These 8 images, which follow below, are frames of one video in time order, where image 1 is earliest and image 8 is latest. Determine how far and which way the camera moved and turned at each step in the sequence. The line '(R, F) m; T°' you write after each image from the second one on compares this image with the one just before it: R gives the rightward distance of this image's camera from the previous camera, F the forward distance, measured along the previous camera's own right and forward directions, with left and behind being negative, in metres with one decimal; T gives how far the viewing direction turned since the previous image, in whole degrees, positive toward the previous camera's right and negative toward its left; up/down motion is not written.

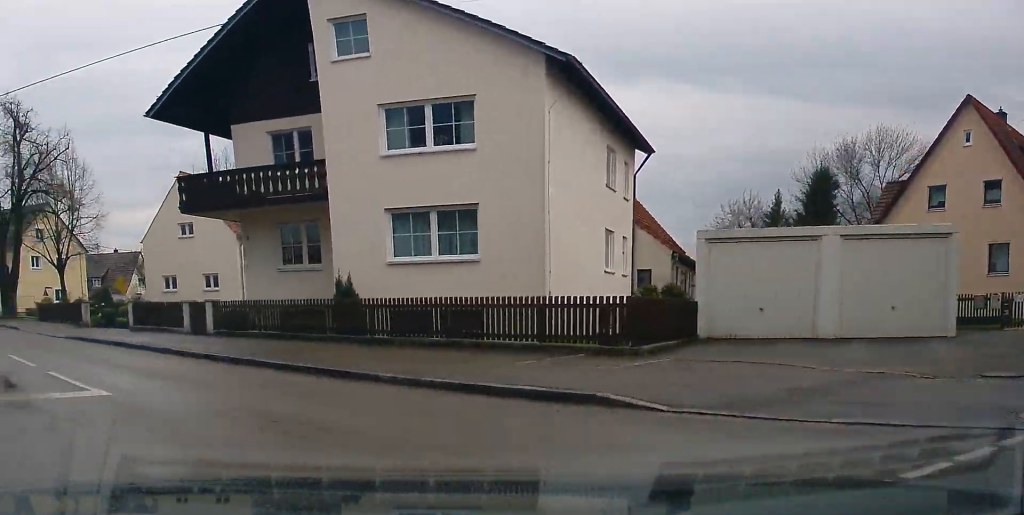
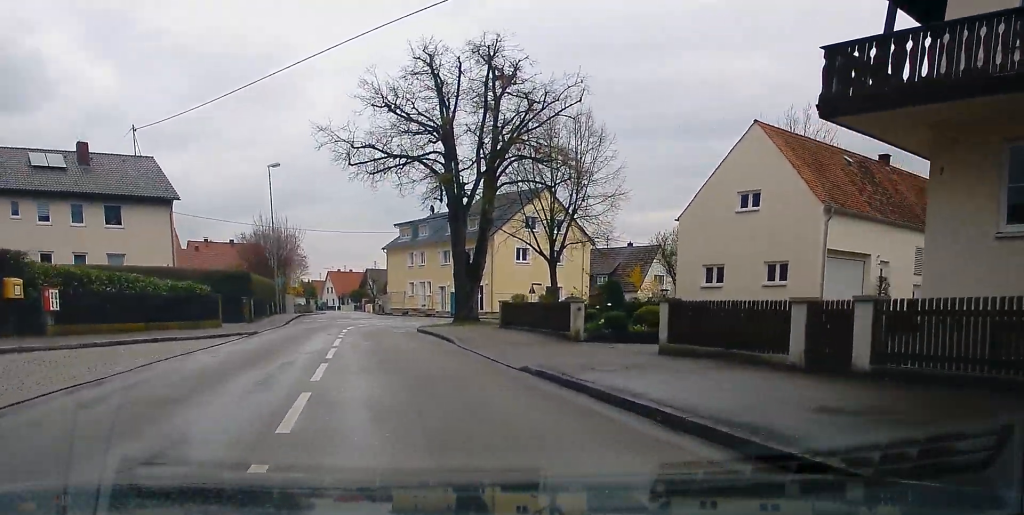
(-3.3, +12.4) m; -20°
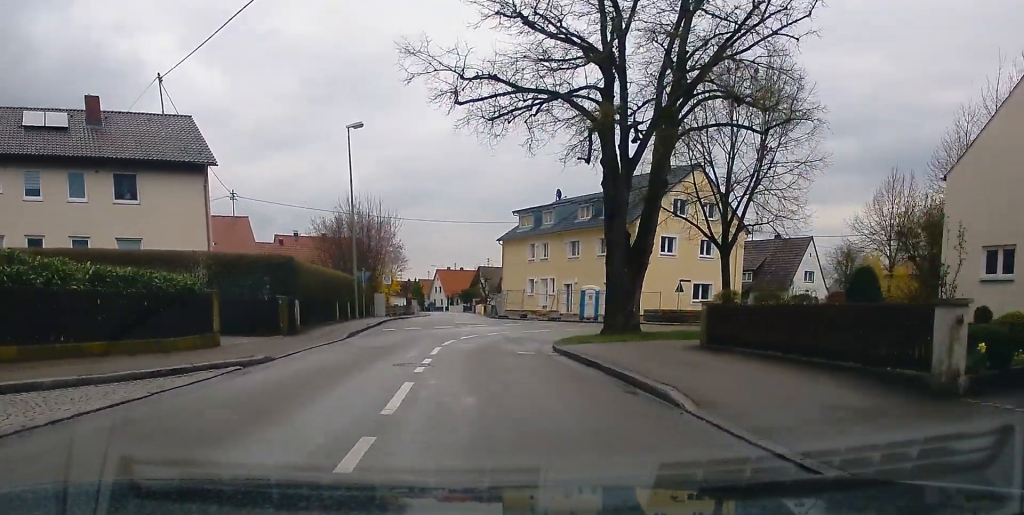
(-0.8, +11.3) m; -3°
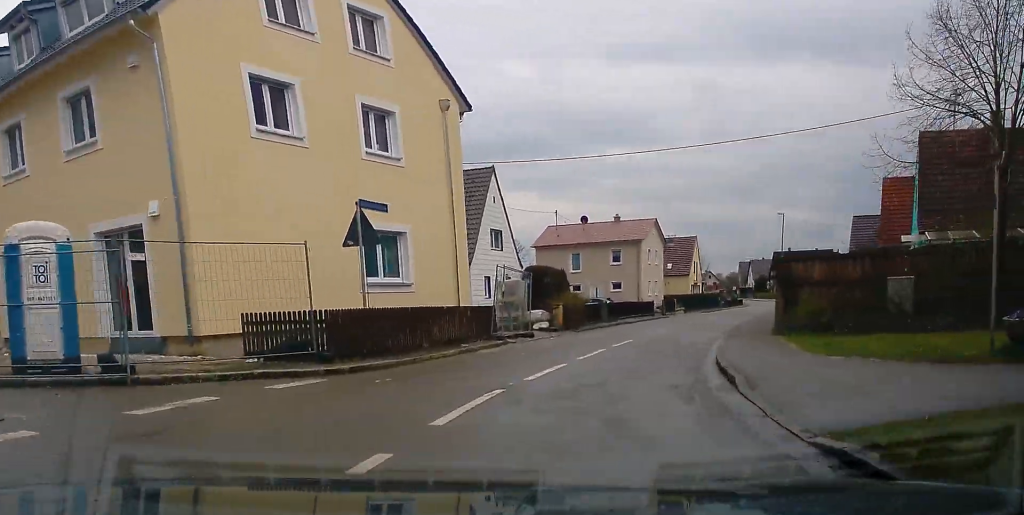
(+7.7, +36.8) m; +38°
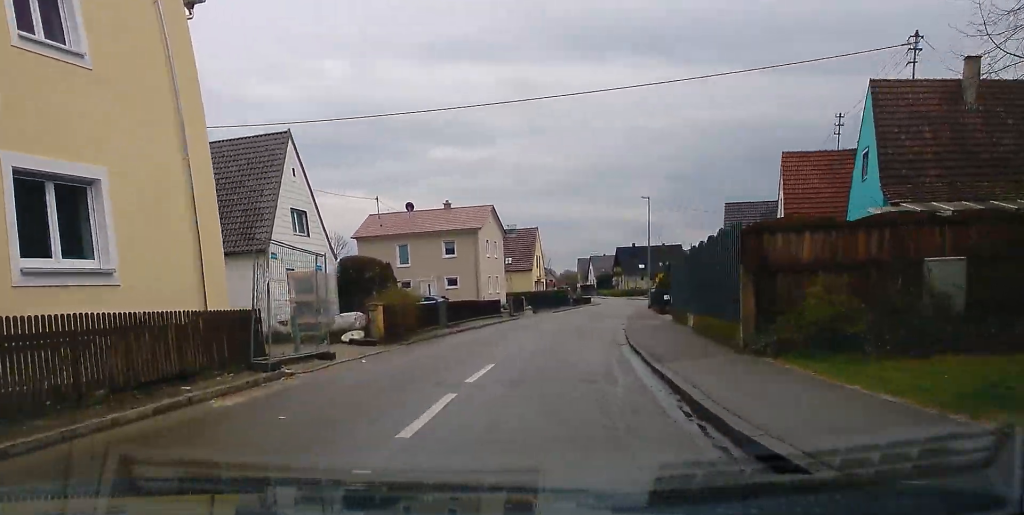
(+1.7, +9.4) m; +7°
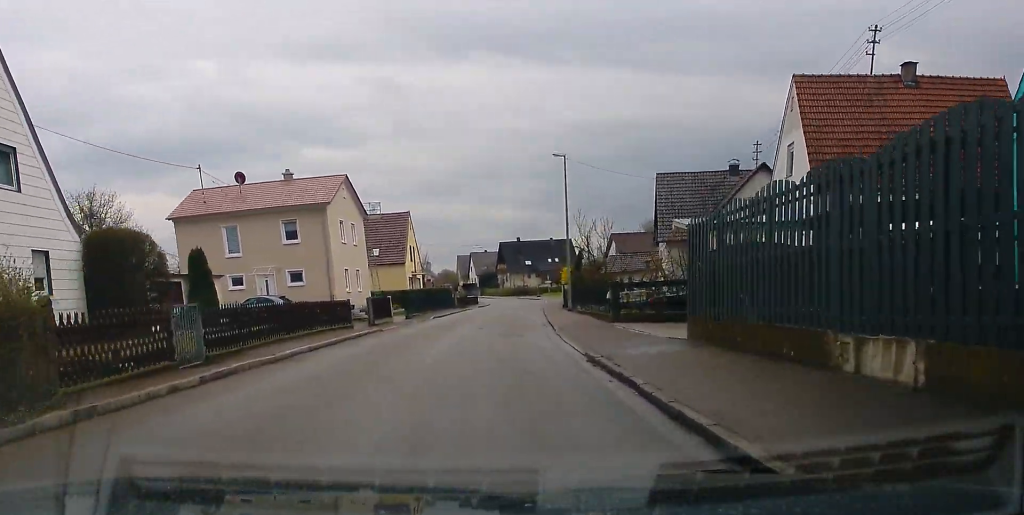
(+1.6, +16.1) m; +7°
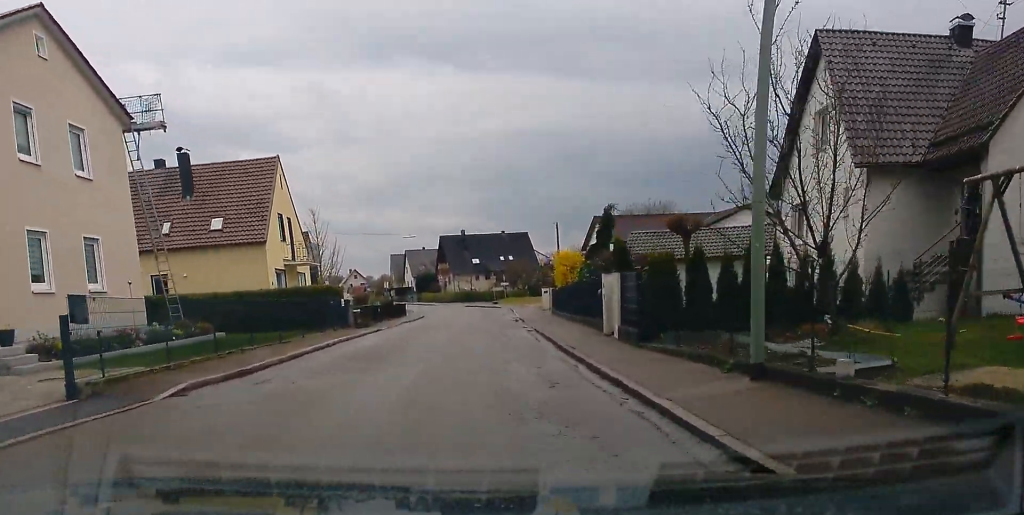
(+0.9, +30.8) m; +4°
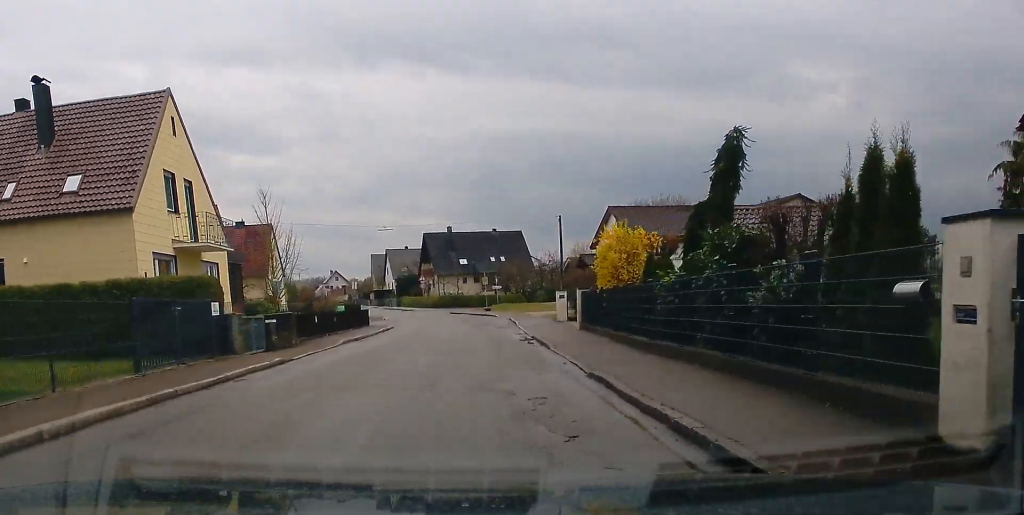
(+0.5, +14.1) m; +1°
